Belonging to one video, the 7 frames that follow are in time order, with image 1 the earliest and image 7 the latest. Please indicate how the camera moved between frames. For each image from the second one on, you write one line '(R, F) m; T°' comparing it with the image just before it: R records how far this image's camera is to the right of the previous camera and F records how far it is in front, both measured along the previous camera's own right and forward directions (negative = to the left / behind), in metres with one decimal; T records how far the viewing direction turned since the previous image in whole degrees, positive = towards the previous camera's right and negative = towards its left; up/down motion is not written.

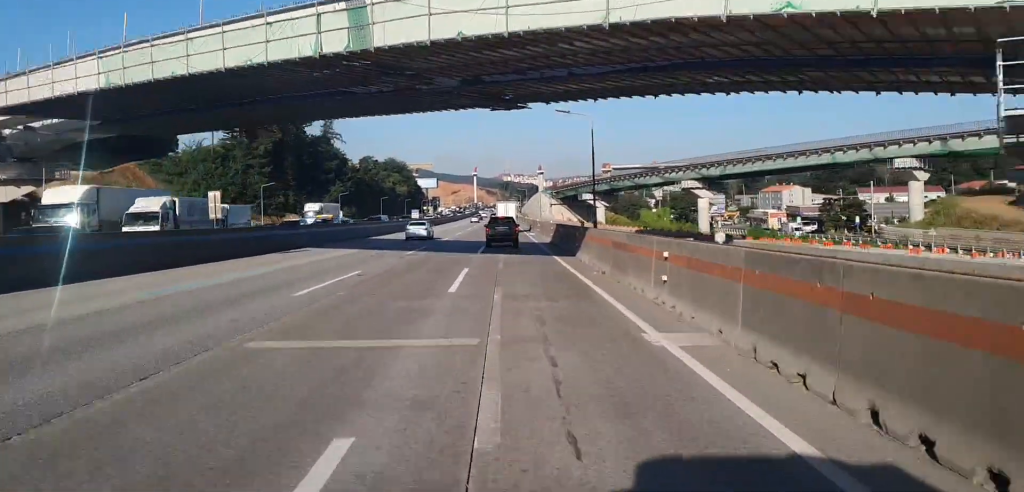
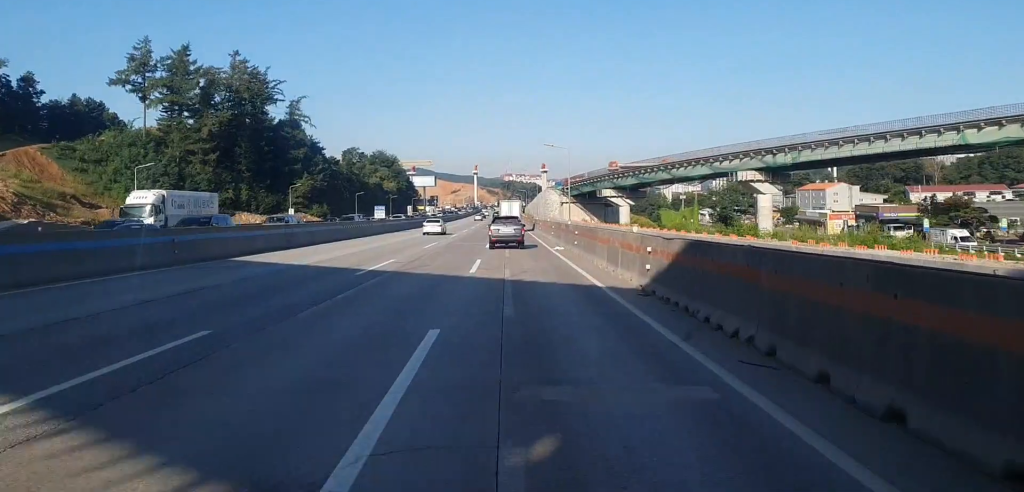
(0.0, +33.5) m; 0°
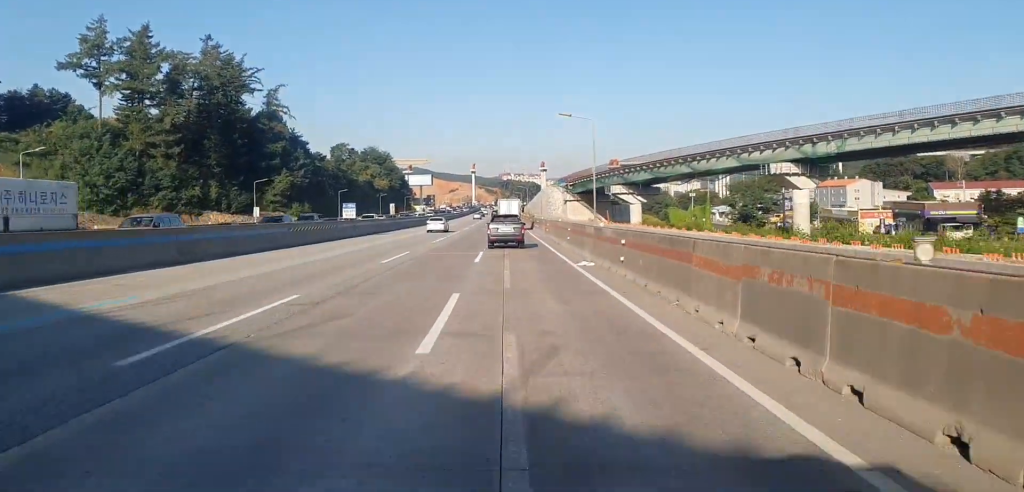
(0.0, +13.9) m; 0°
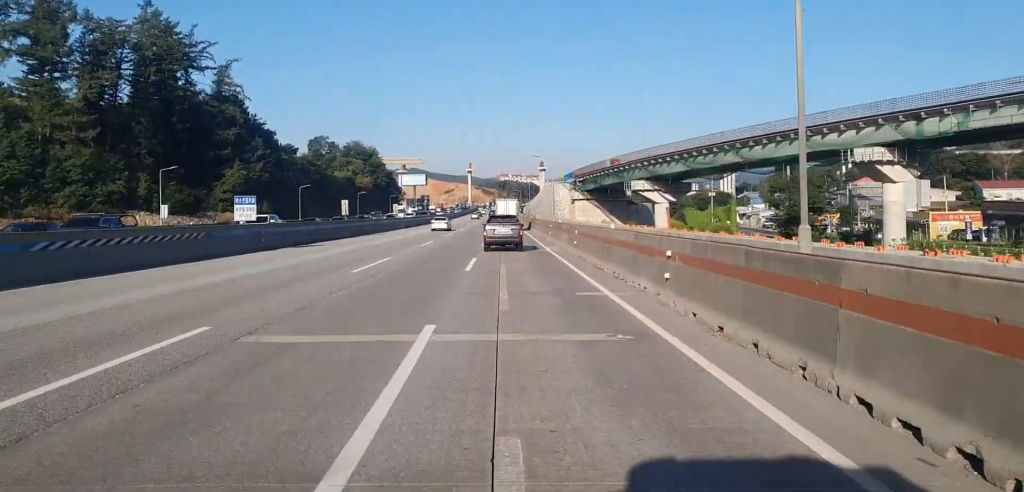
(0.0, +24.7) m; 0°
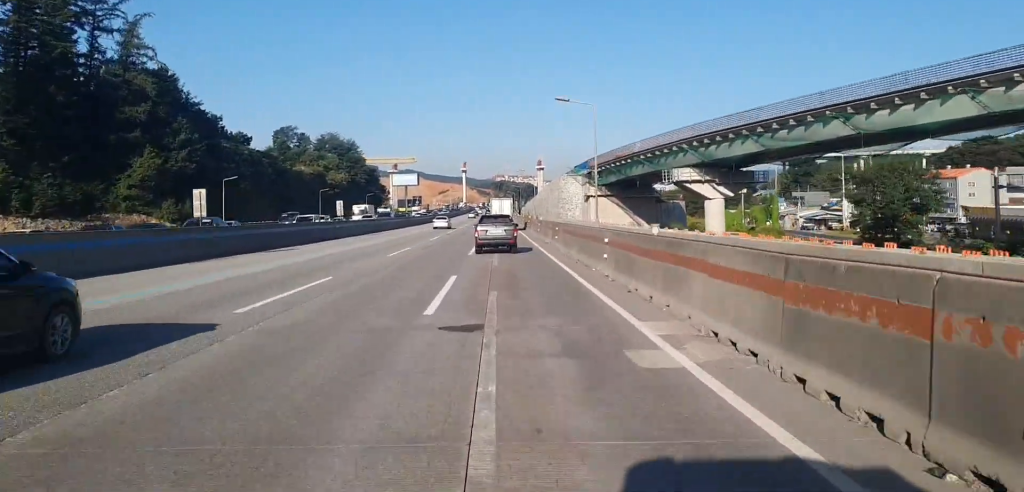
(0.0, +28.8) m; 0°
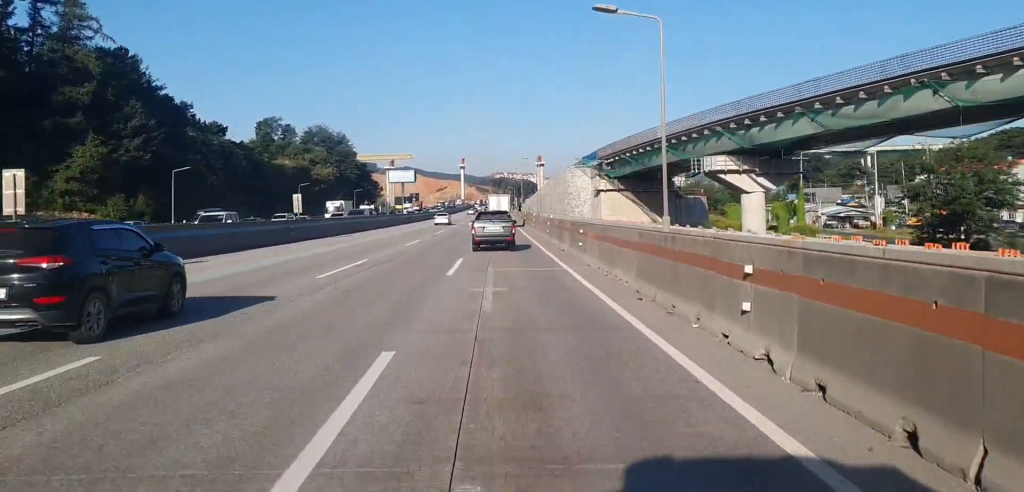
(+0.1, +12.9) m; 0°
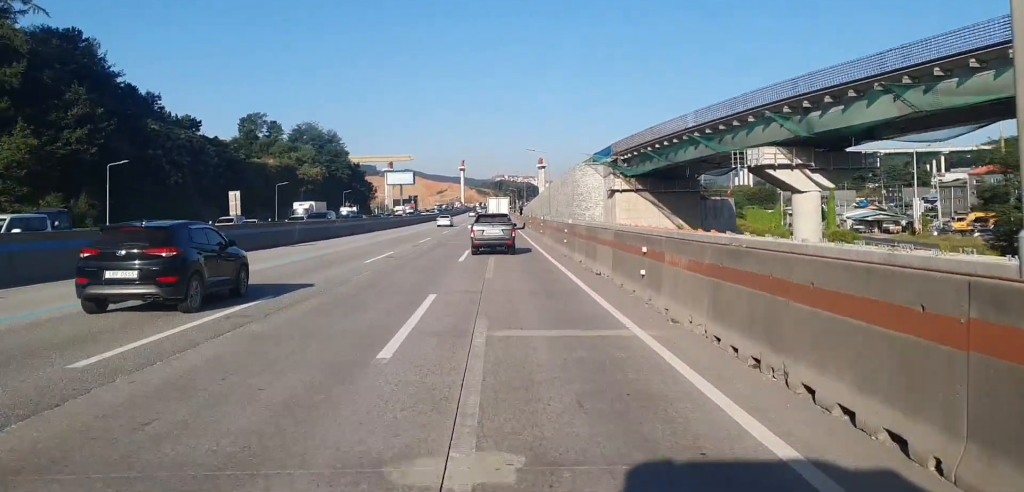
(0.0, +12.1) m; 0°
